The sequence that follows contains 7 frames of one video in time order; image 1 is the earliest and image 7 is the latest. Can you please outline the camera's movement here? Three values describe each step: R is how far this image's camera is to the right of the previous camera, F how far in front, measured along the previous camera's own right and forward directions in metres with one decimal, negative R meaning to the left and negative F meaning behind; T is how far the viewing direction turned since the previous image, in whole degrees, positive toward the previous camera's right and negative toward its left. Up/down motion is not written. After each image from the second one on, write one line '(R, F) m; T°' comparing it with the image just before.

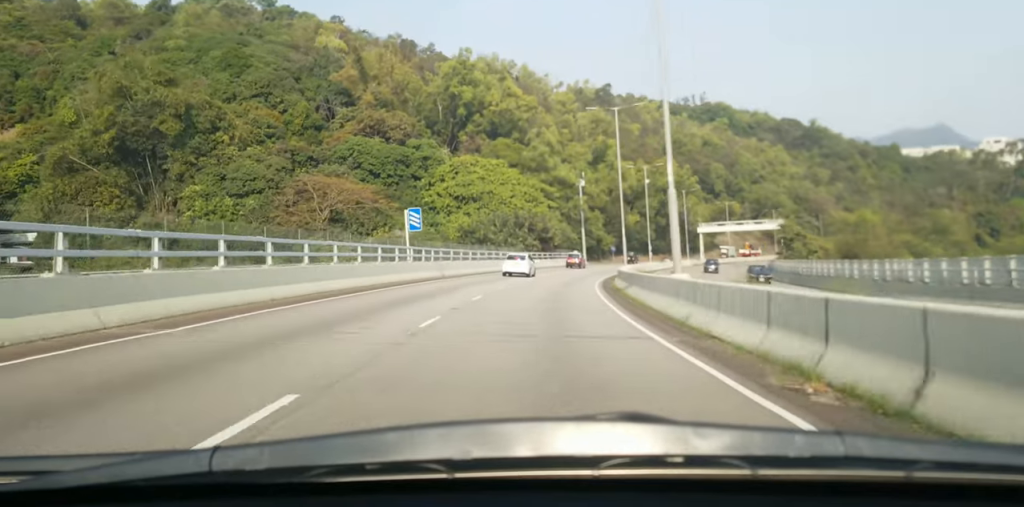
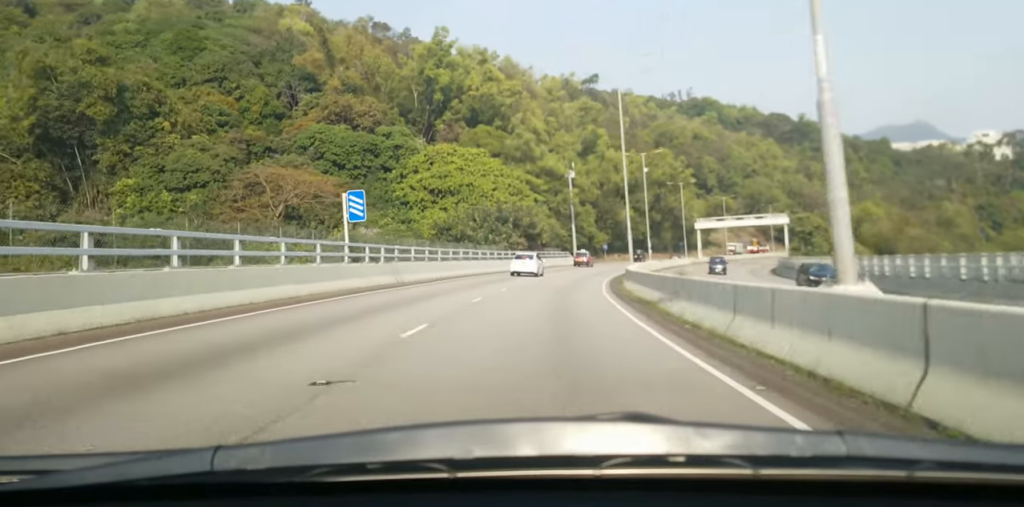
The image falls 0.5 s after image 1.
(-0.1, +11.6) m; +2°
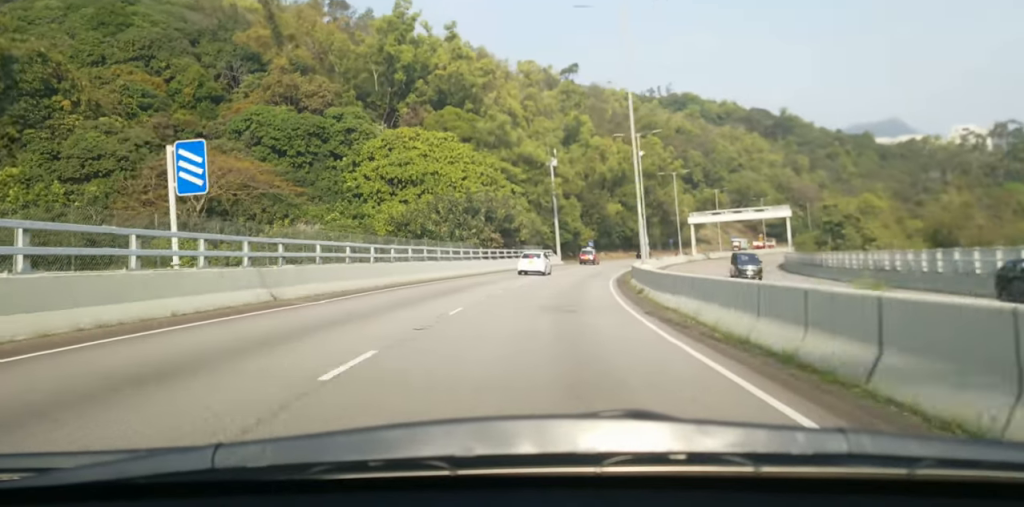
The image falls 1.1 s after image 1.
(+0.3, +13.4) m; +3°
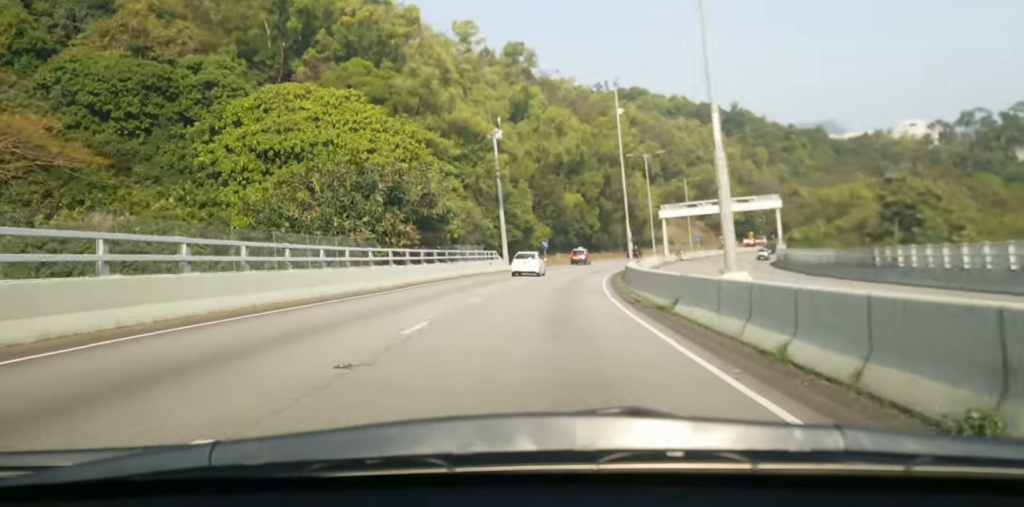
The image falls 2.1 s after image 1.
(+1.2, +22.4) m; +5°
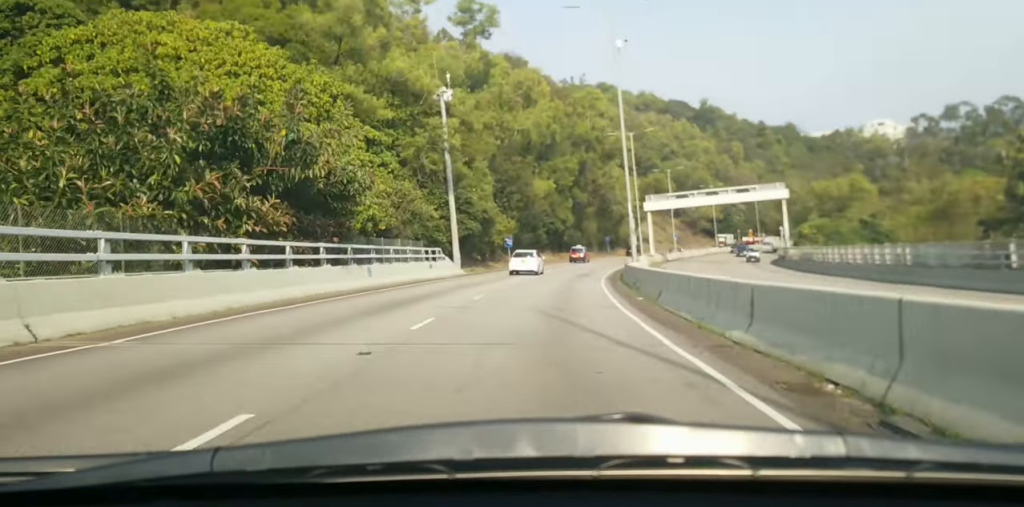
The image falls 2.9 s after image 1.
(+0.5, +17.0) m; +3°
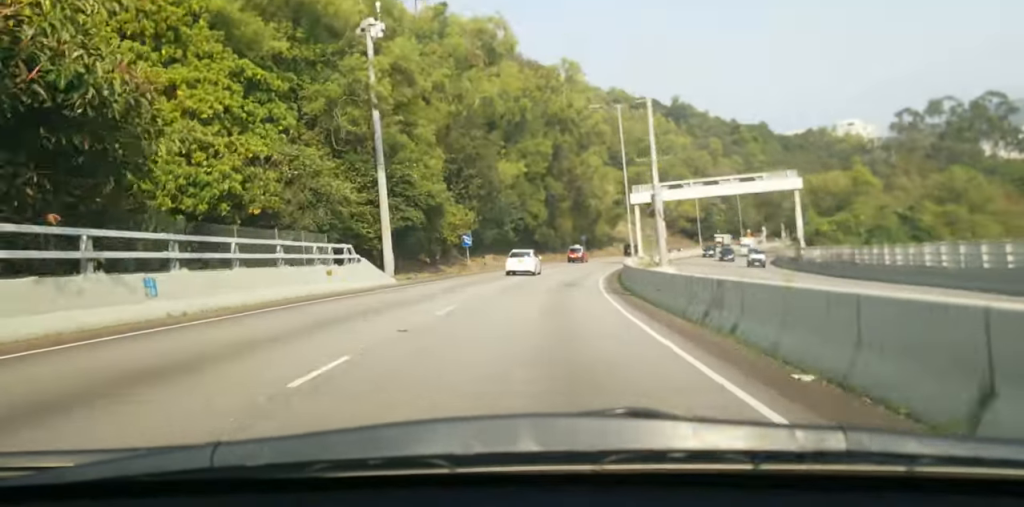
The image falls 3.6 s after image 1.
(+0.3, +15.2) m; +2°
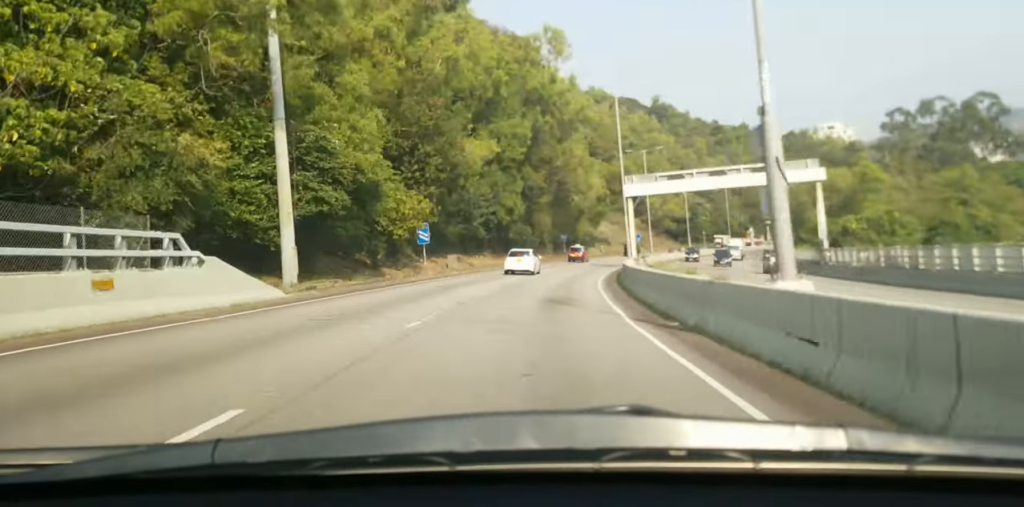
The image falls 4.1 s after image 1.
(+0.2, +11.5) m; +1°
